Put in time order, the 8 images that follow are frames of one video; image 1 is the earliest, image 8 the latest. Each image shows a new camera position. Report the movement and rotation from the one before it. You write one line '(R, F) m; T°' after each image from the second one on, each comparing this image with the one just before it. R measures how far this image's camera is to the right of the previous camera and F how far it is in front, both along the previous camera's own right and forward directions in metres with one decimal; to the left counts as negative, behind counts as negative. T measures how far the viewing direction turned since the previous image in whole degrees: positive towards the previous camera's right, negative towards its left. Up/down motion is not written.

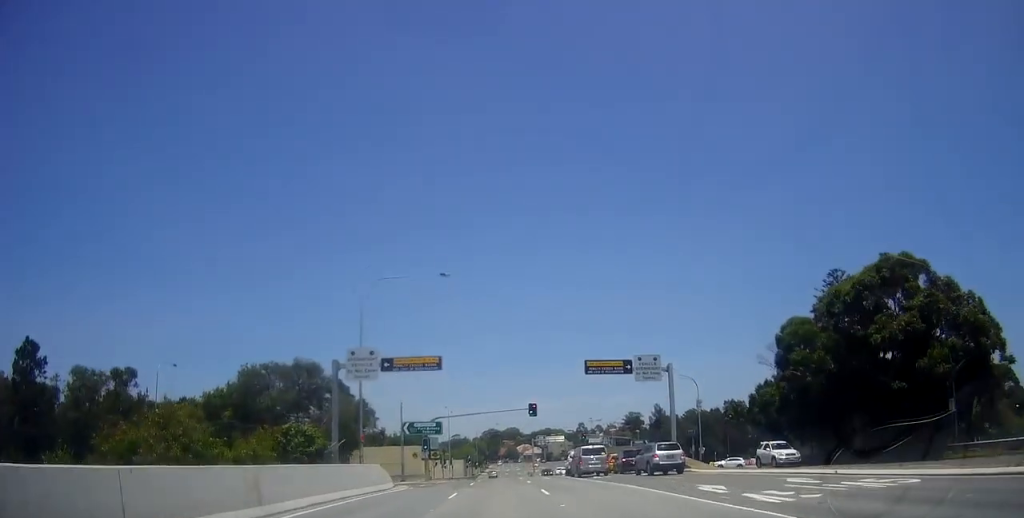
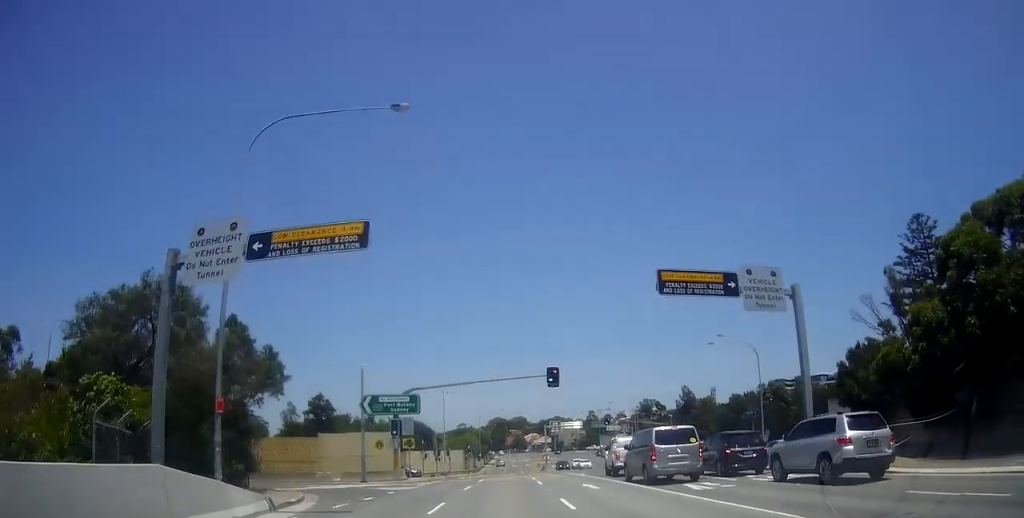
(-0.5, +17.4) m; 0°
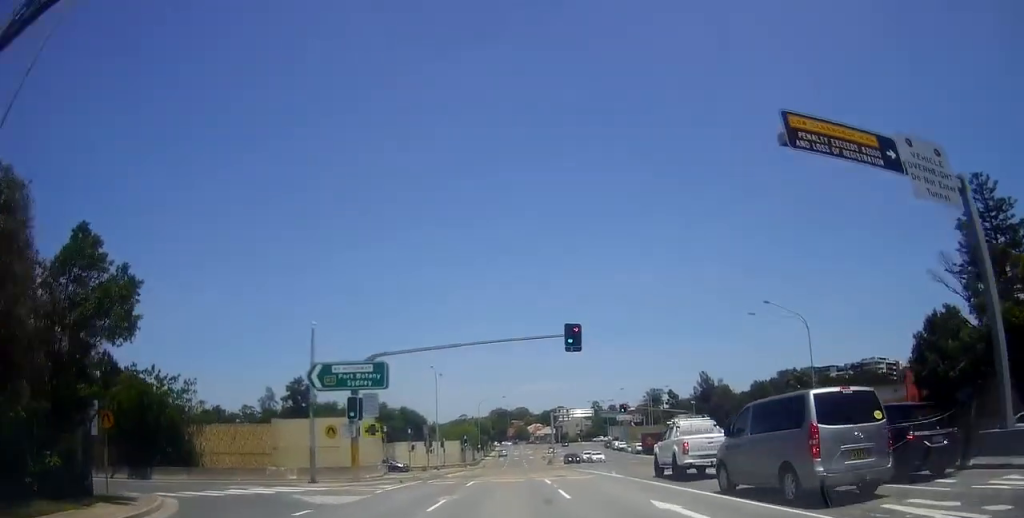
(+0.2, +10.7) m; +1°
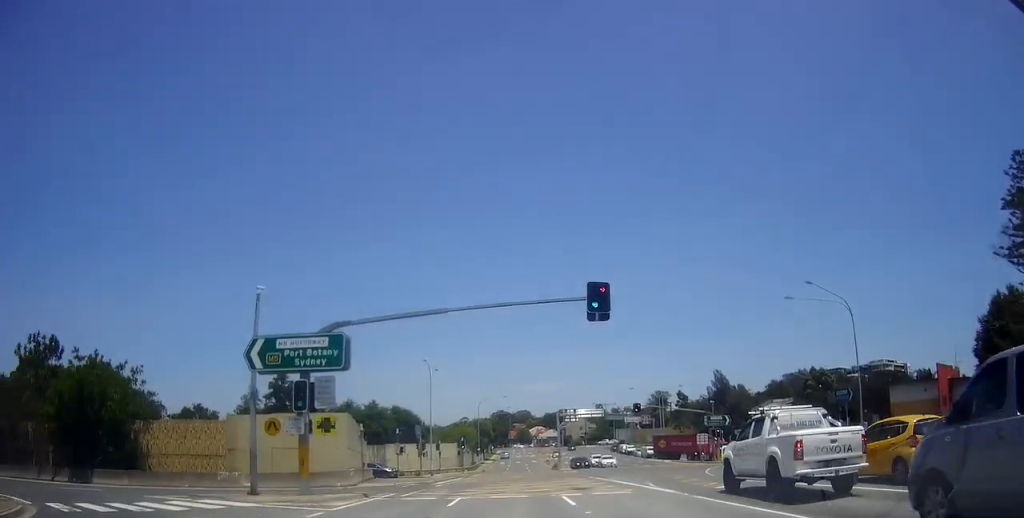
(+0.1, +7.2) m; 0°
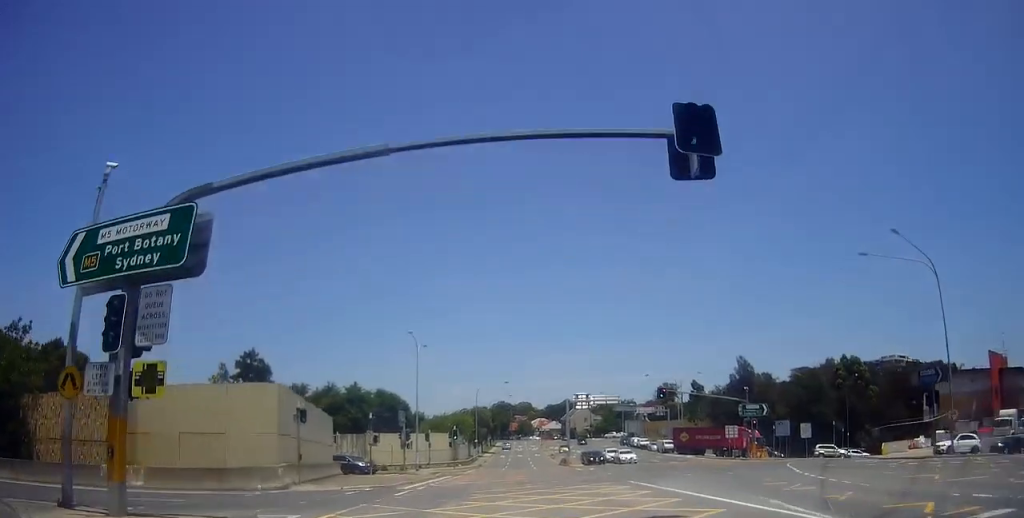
(+0.1, +10.7) m; -1°
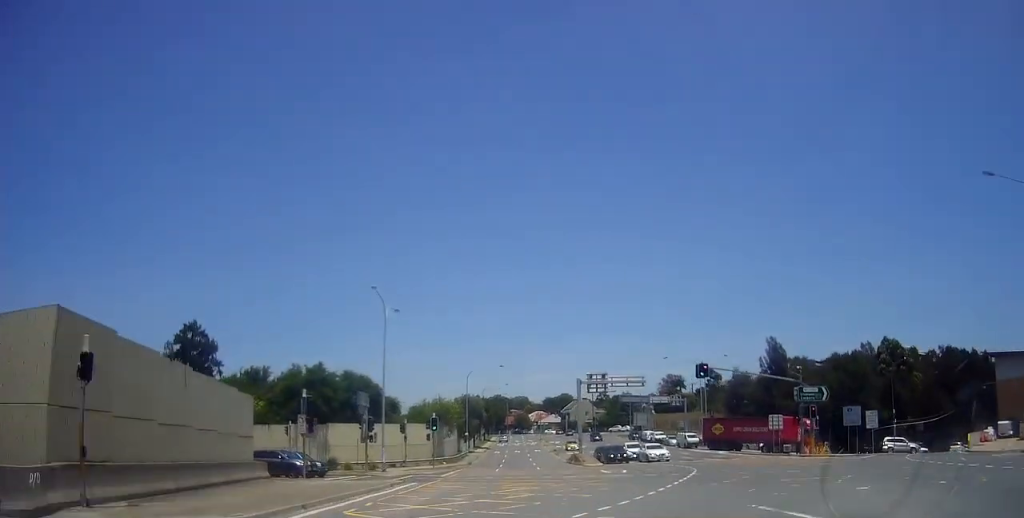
(-0.3, +13.4) m; -1°
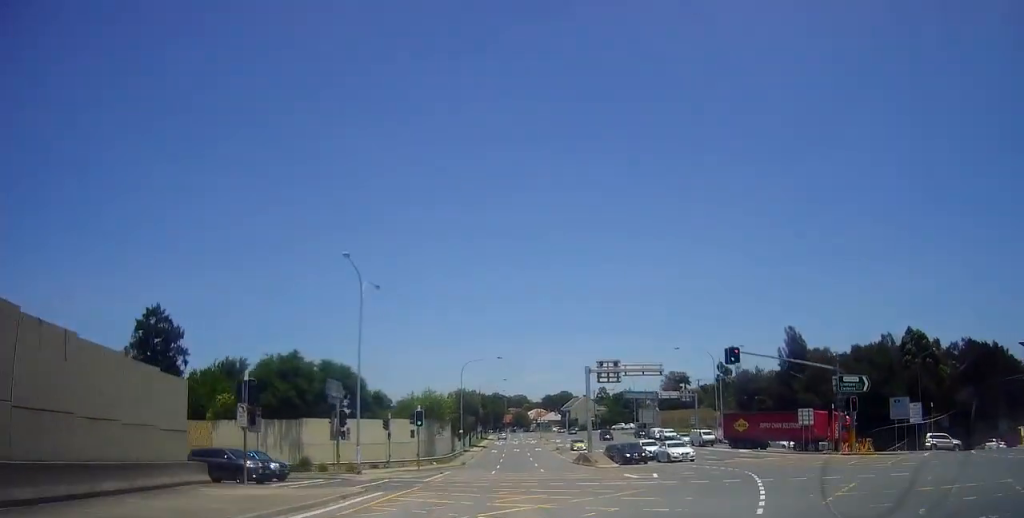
(-0.1, +6.7) m; 0°
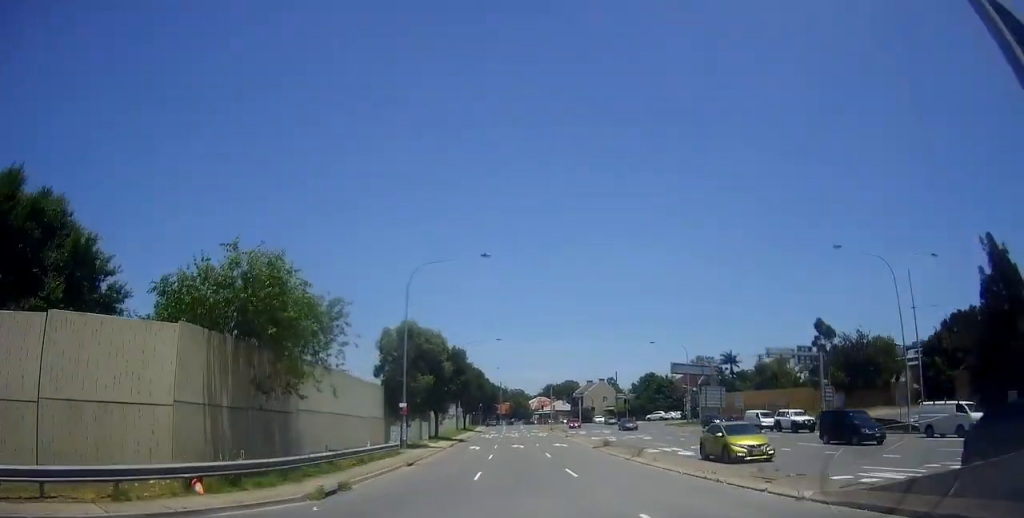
(+1.5, +40.7) m; +3°
